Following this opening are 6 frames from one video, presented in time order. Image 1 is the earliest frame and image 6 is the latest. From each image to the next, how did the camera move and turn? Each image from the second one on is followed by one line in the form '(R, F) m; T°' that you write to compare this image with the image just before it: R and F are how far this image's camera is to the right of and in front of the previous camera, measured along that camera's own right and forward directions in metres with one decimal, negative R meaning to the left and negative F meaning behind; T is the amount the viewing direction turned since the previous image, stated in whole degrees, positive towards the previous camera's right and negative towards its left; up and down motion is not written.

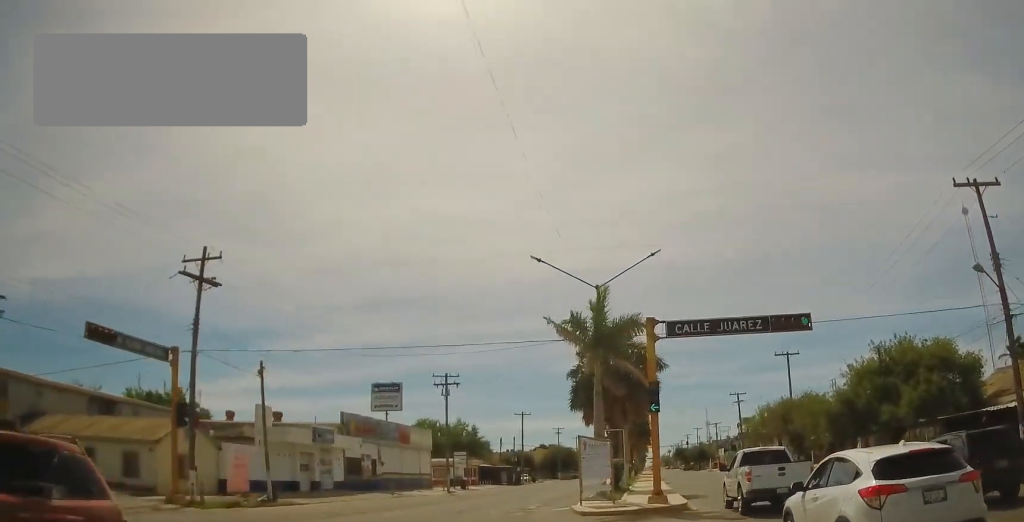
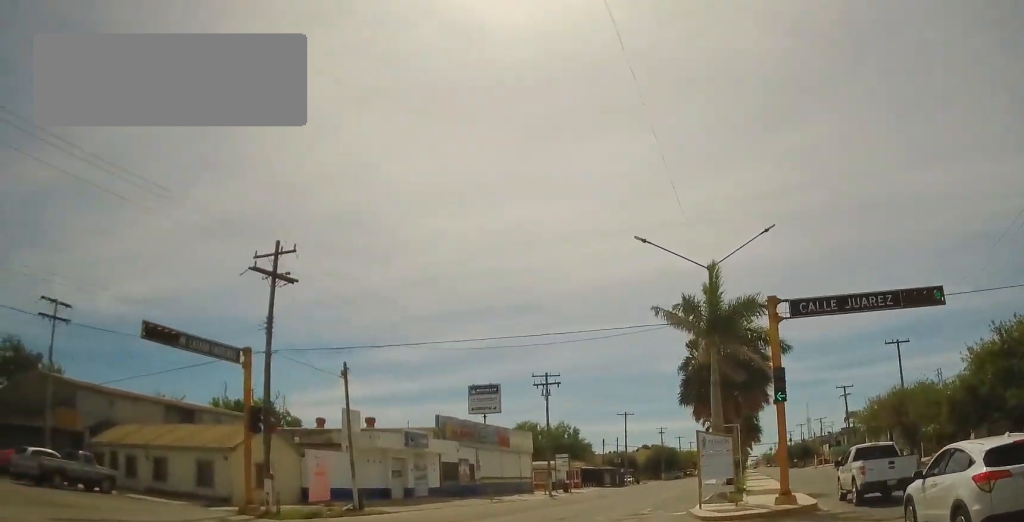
(-0.1, +2.1) m; -6°
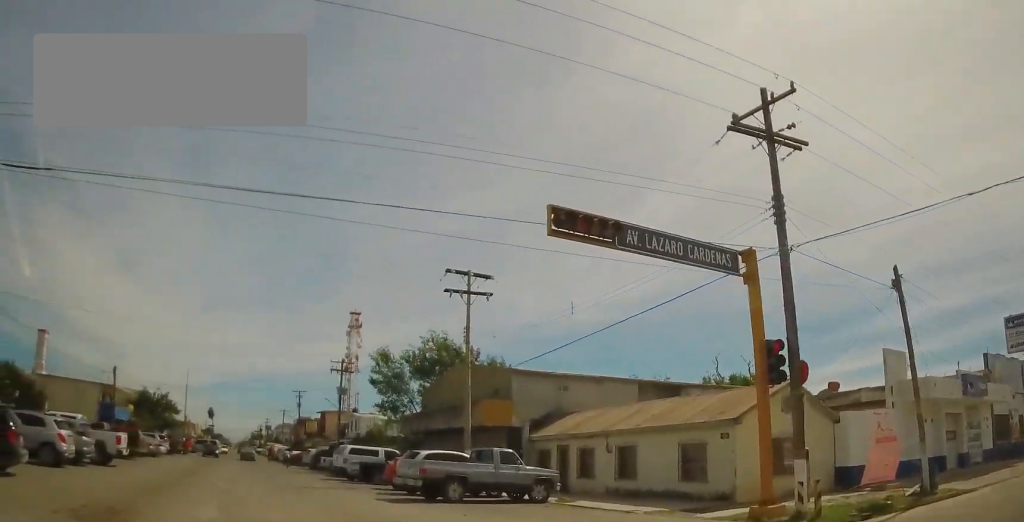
(-3.3, +8.6) m; -42°
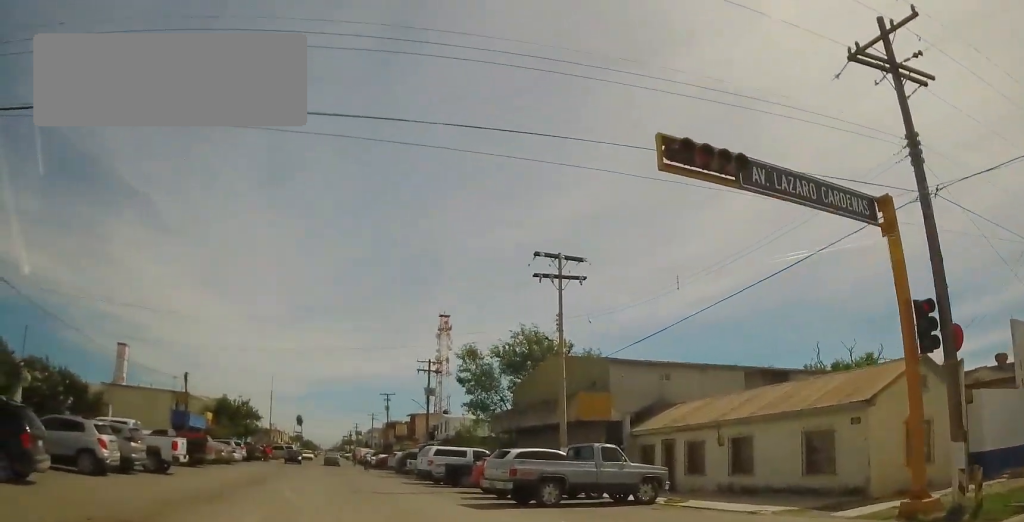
(0.0, +2.3) m; -10°
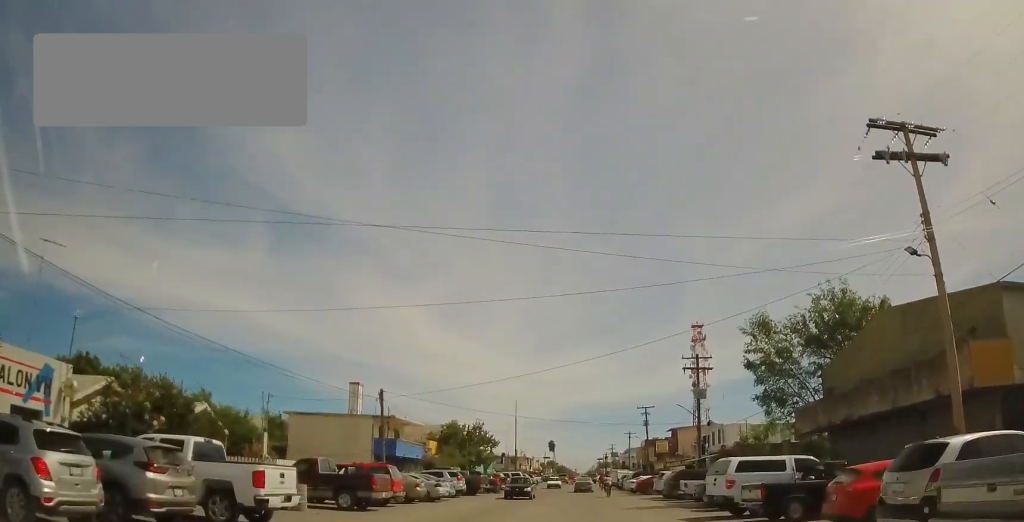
(-3.1, +11.5) m; -17°
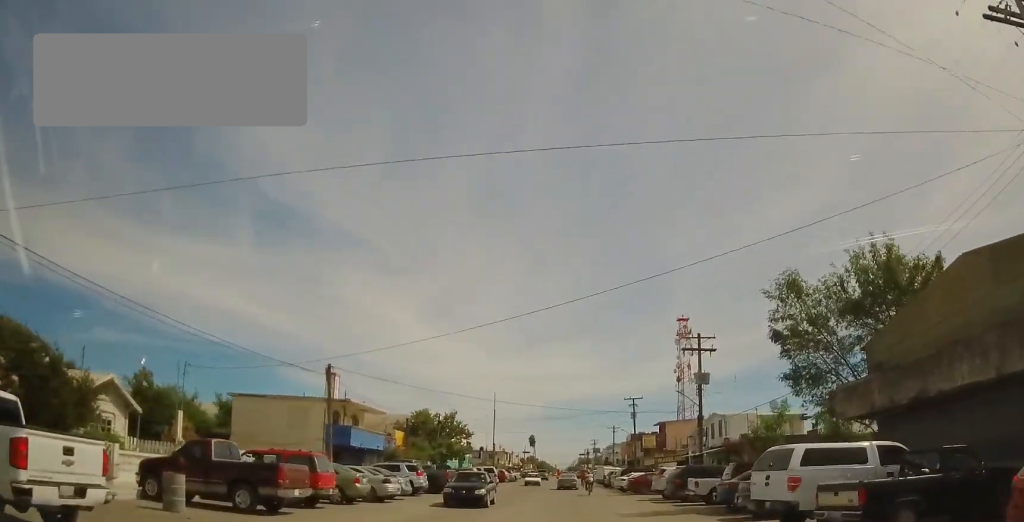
(0.0, +6.9) m; 0°
